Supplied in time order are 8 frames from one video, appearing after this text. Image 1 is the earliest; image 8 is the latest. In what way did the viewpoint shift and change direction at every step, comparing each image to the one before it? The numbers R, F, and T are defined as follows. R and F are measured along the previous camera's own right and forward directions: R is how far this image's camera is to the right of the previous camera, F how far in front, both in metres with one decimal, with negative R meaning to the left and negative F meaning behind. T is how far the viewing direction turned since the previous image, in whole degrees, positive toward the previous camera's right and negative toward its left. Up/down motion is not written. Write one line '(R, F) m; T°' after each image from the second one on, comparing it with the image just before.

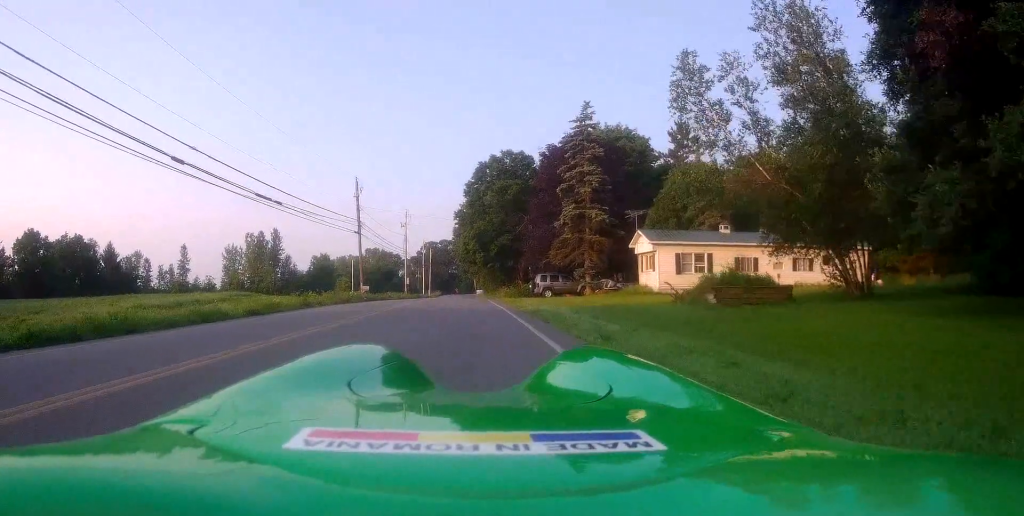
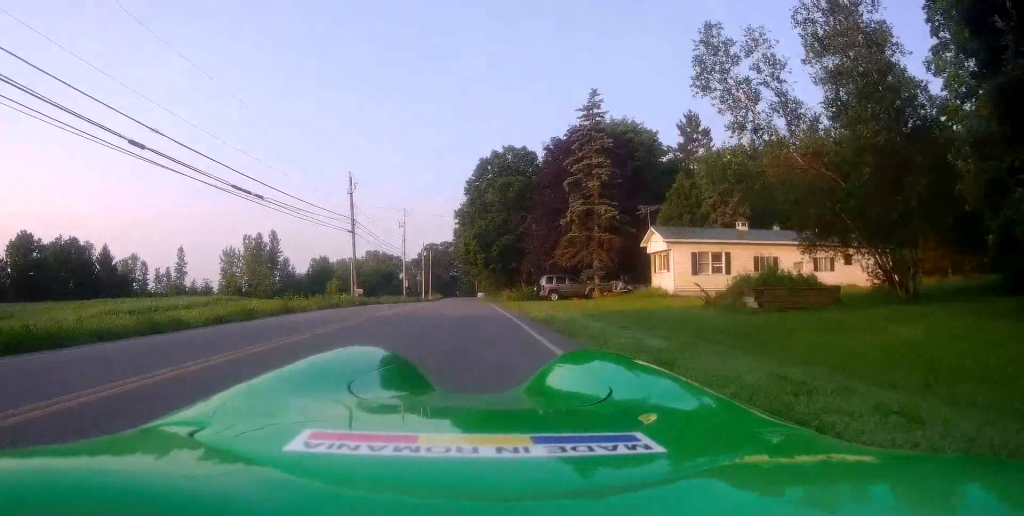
(0.0, +2.5) m; 0°
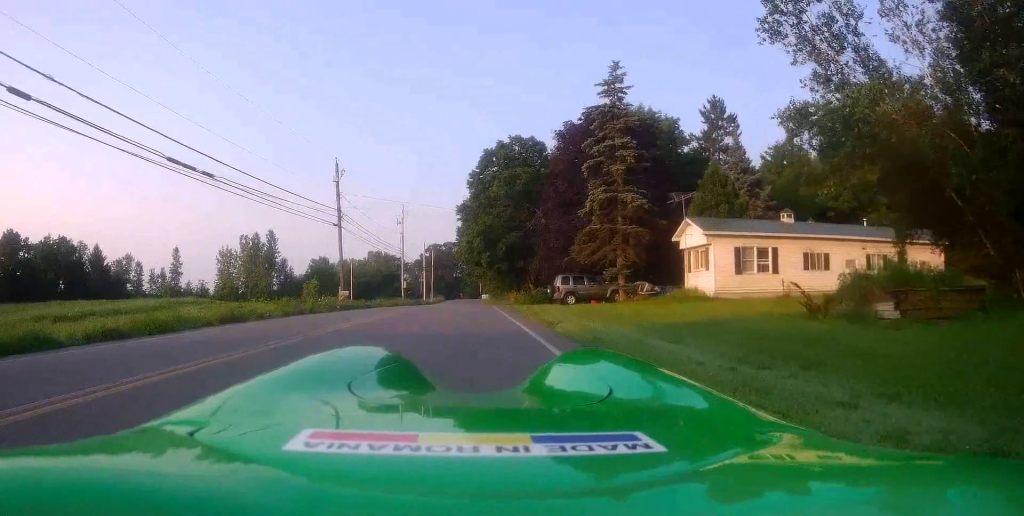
(+0.1, +5.5) m; -3°
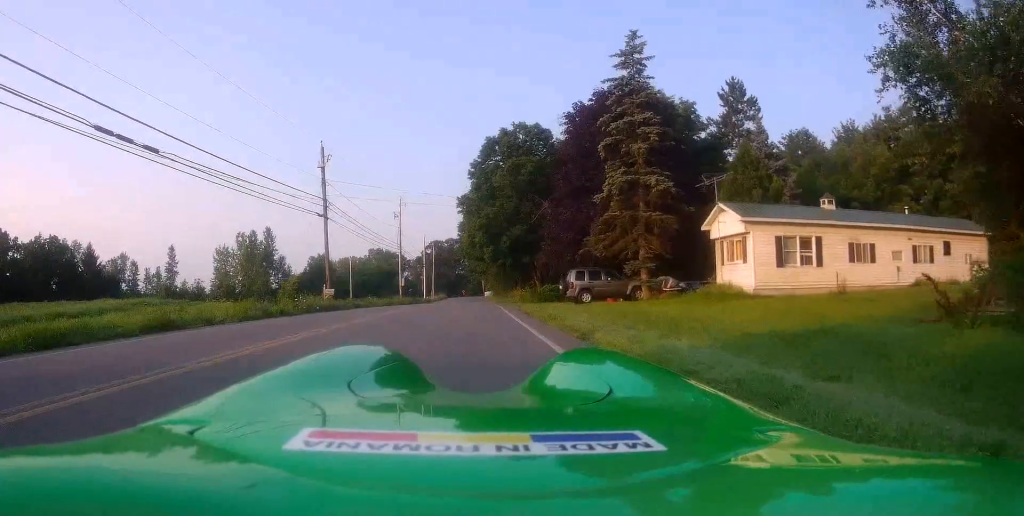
(-0.2, +4.0) m; -3°
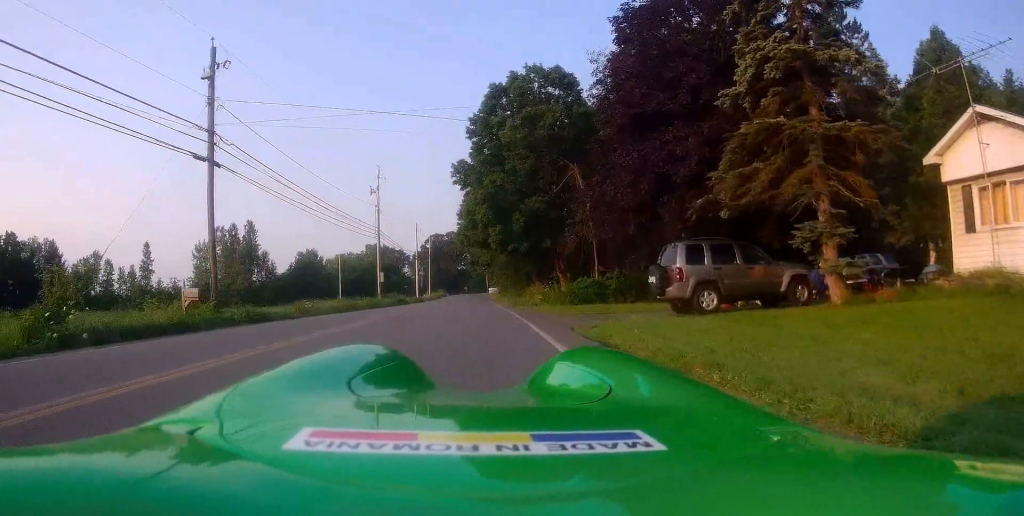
(+0.6, +15.5) m; +2°
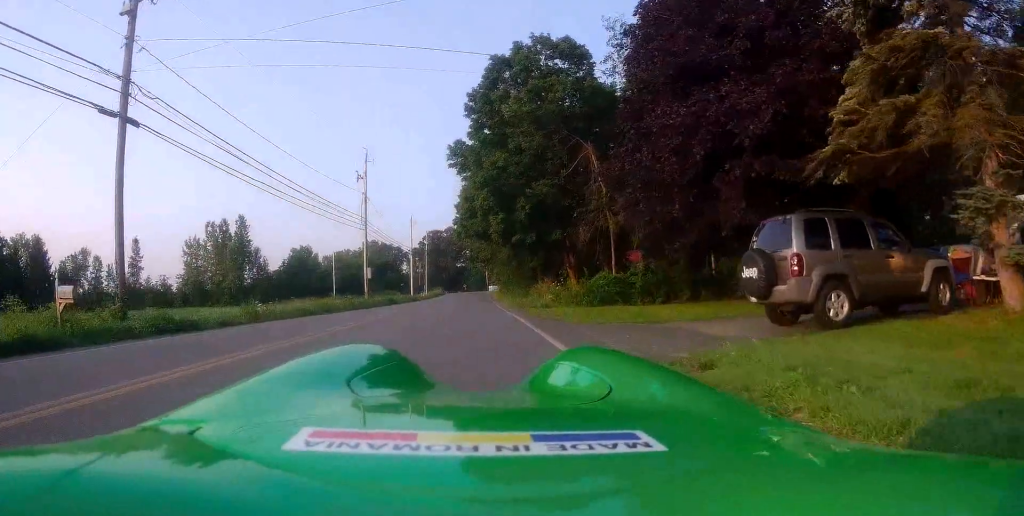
(-0.3, +5.8) m; +1°
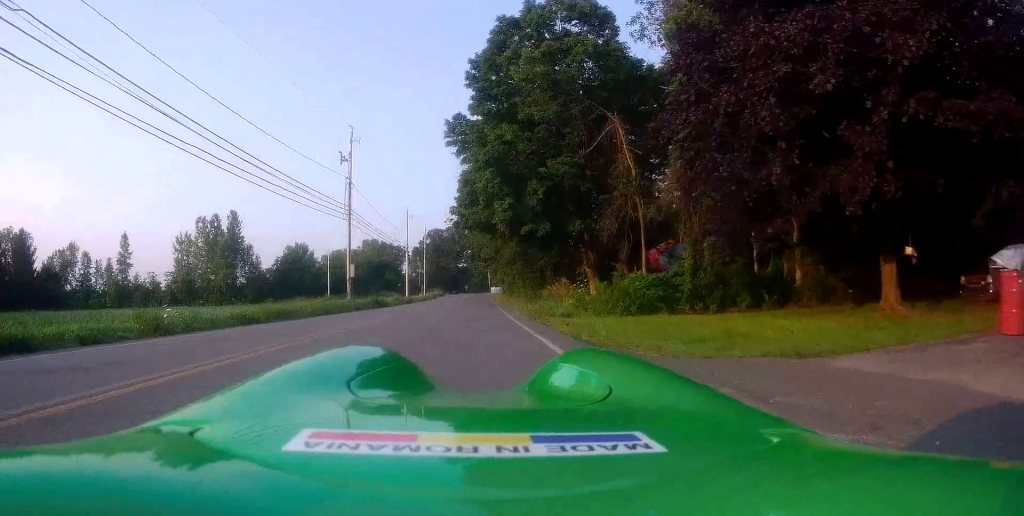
(+0.4, +6.4) m; +1°
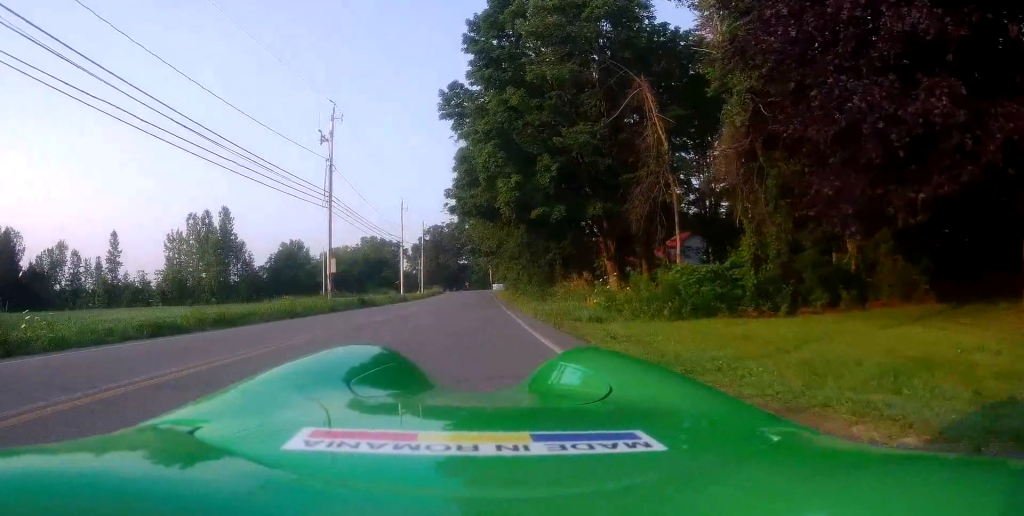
(0.0, +5.1) m; -6°
